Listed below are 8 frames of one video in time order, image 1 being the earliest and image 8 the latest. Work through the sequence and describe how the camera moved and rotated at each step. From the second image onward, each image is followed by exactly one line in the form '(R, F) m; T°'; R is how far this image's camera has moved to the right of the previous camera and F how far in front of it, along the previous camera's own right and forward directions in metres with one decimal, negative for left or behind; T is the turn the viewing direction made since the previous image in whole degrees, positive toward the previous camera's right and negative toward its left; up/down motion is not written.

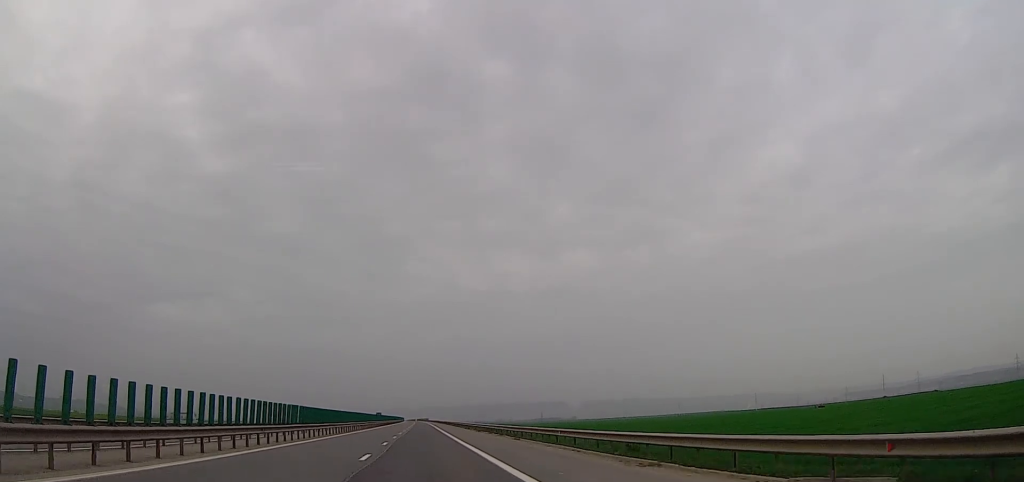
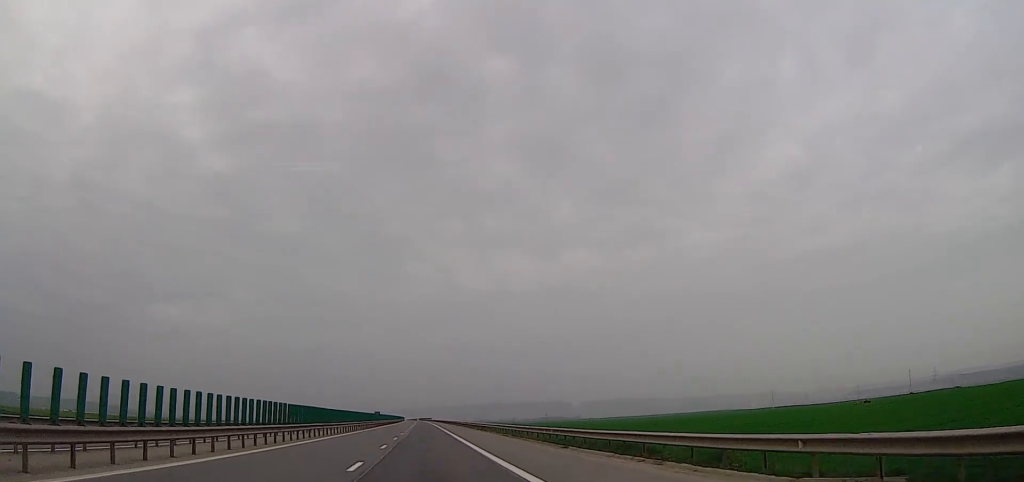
(0.0, +40.5) m; 0°
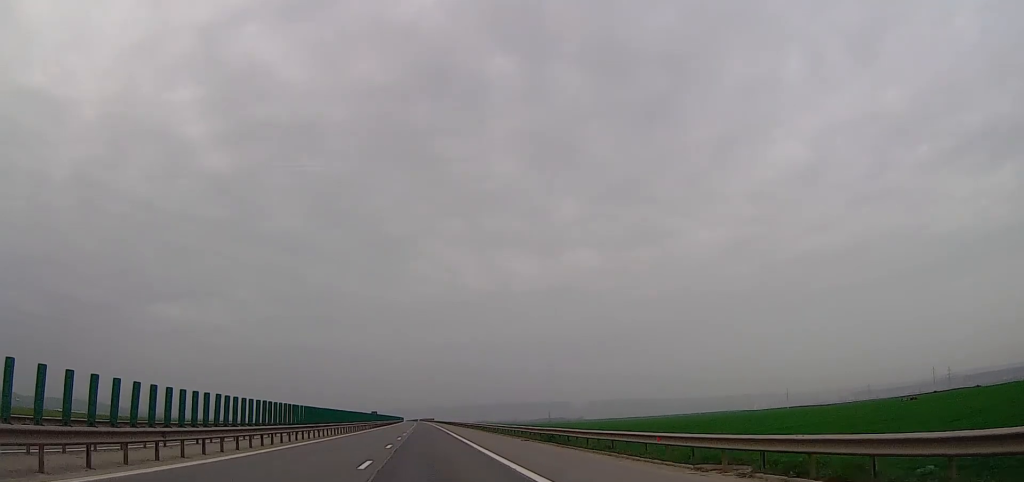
(0.0, +34.7) m; -1°
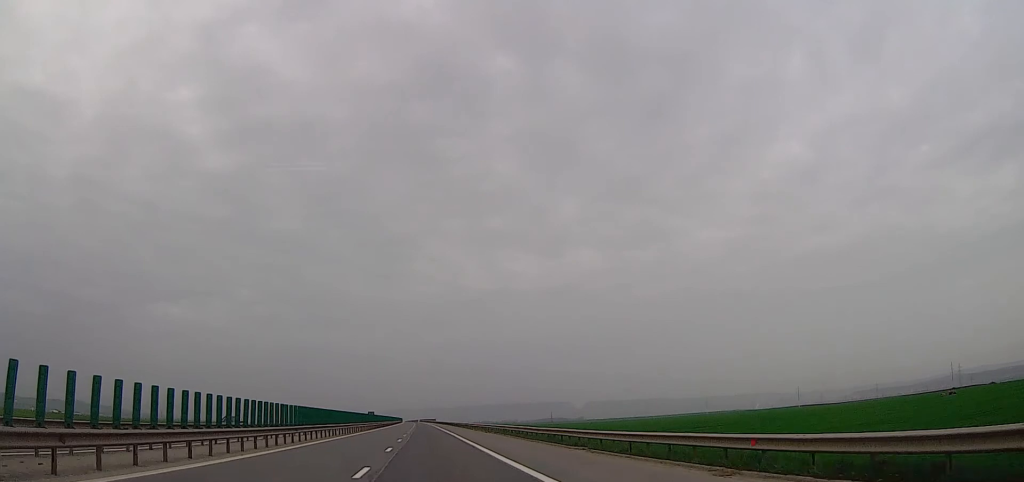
(0.0, +27.1) m; -1°
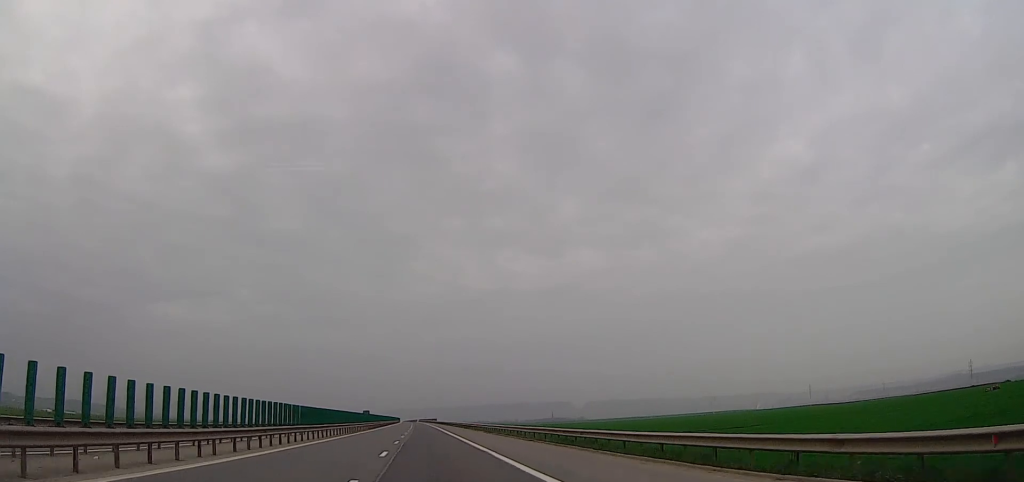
(-1.0, +27.1) m; 0°
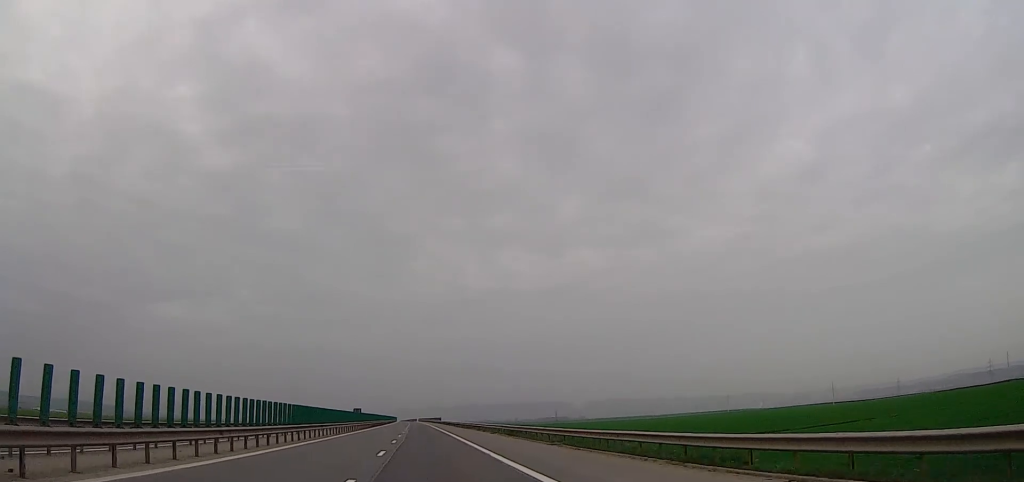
(+1.6, +48.6) m; +2°
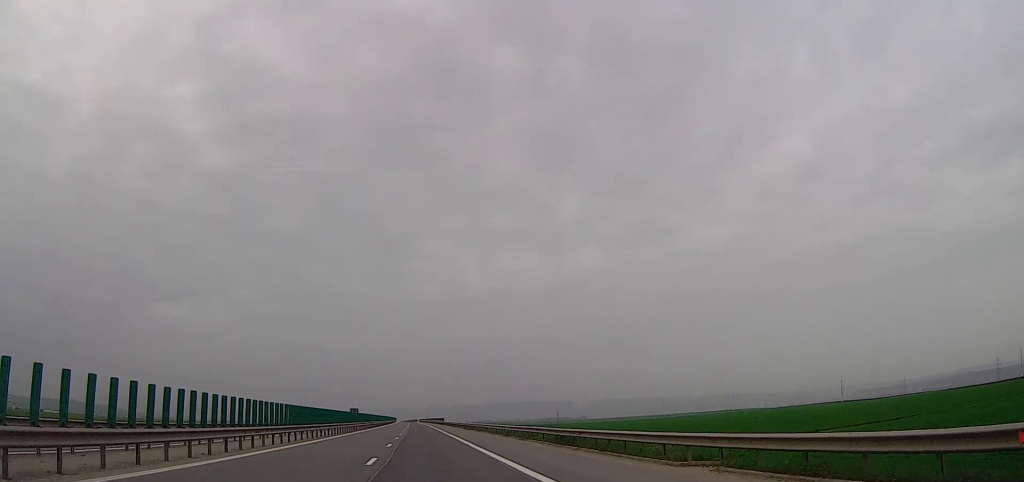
(0.0, +16.9) m; 0°
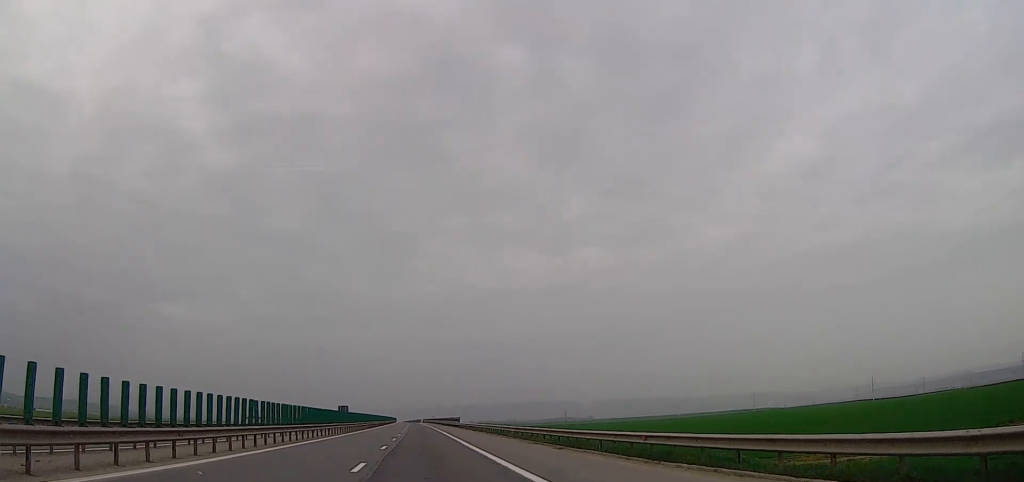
(+0.1, +50.7) m; 0°
